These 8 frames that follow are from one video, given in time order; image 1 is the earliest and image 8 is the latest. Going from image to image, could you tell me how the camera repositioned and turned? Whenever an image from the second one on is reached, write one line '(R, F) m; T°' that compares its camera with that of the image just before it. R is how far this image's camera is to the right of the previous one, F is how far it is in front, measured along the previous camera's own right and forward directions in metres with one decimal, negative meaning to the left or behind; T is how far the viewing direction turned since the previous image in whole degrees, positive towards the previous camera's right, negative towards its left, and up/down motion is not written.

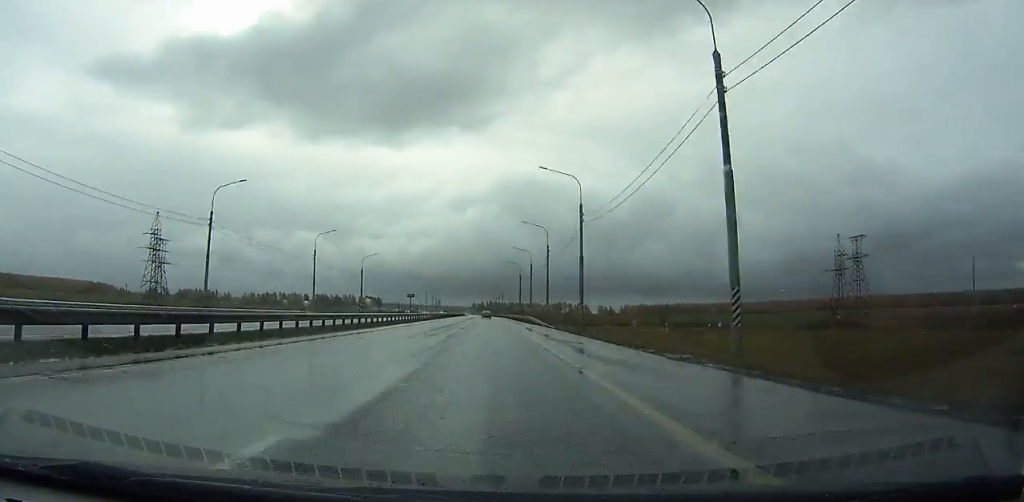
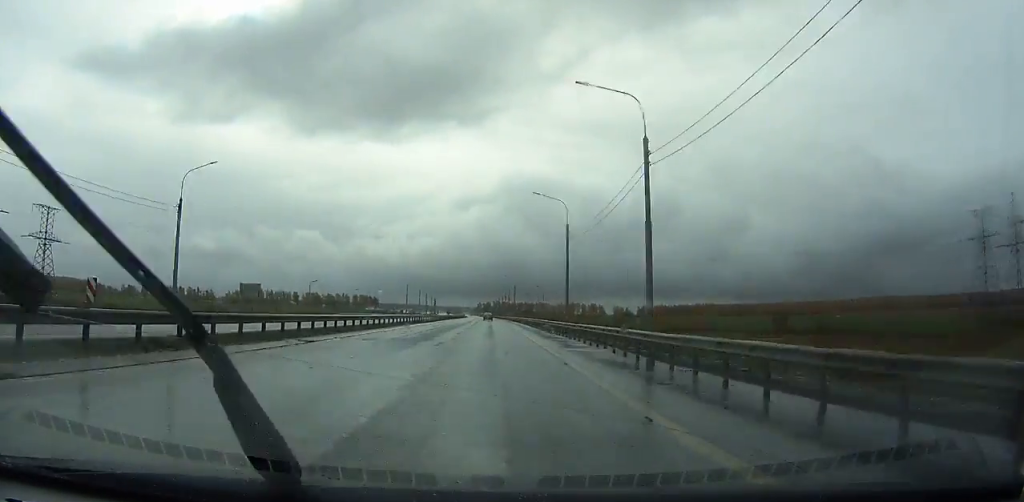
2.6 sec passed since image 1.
(0.0, +66.1) m; 0°
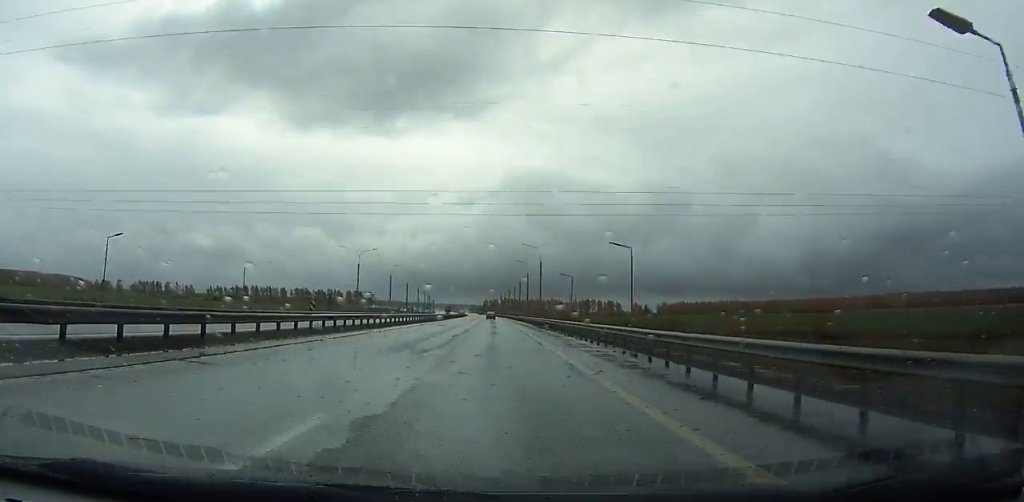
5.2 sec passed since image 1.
(-0.3, +66.4) m; 0°
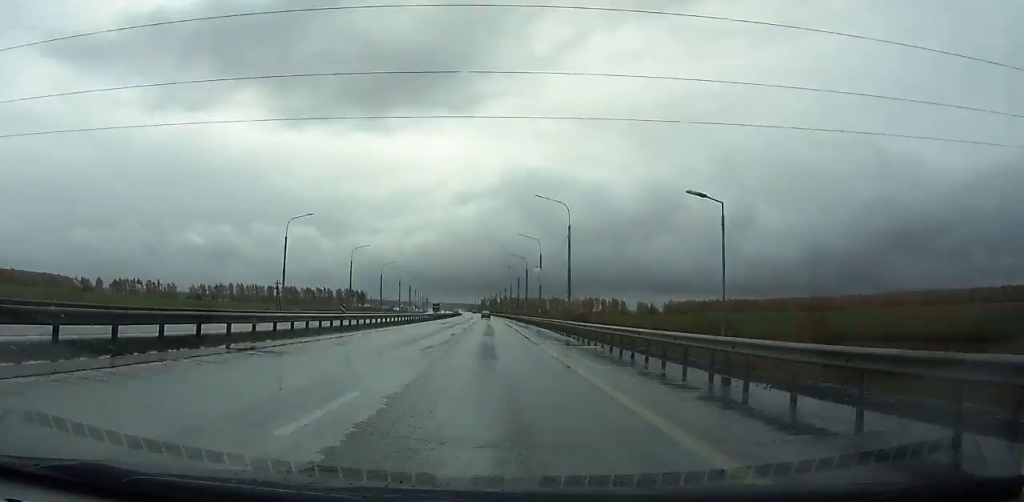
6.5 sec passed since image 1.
(0.0, +33.5) m; 0°
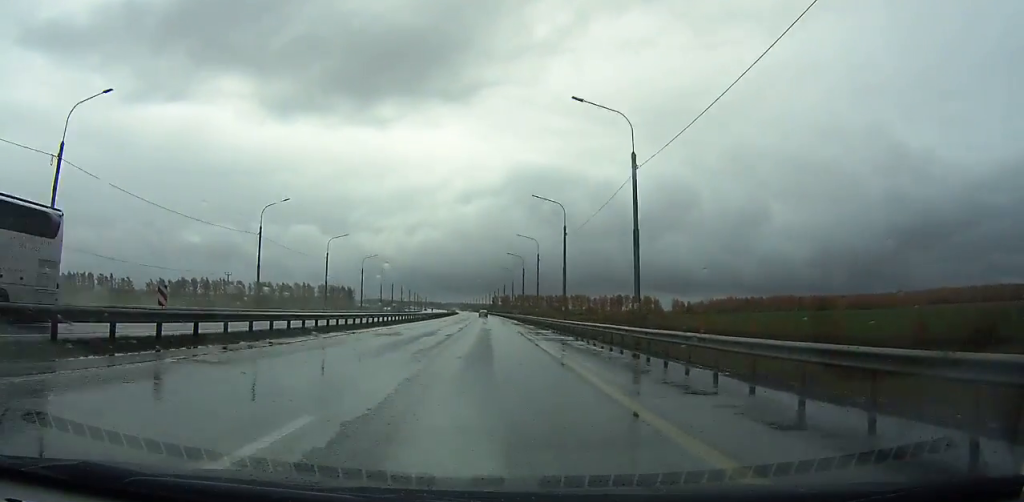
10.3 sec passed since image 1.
(-0.5, +98.9) m; -1°
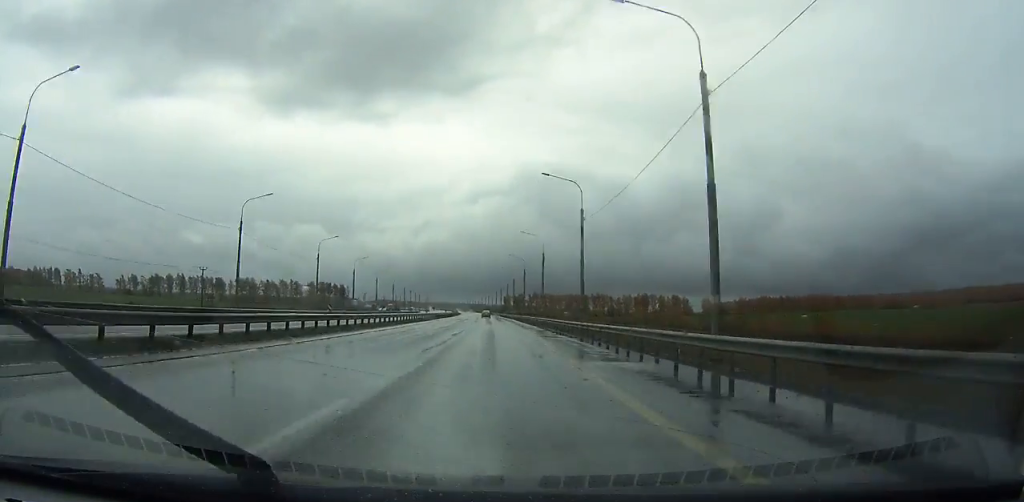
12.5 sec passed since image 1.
(-0.5, +58.4) m; -1°
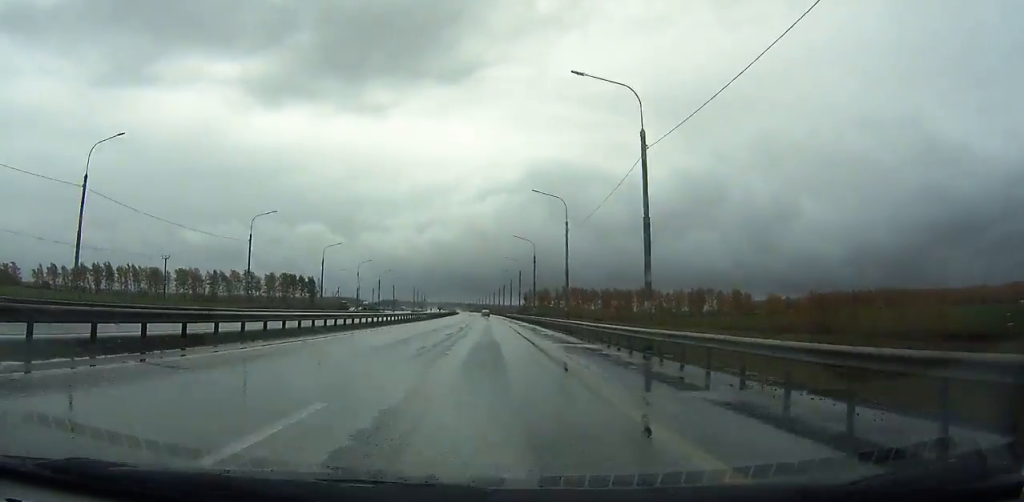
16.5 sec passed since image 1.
(-1.4, +107.7) m; -2°
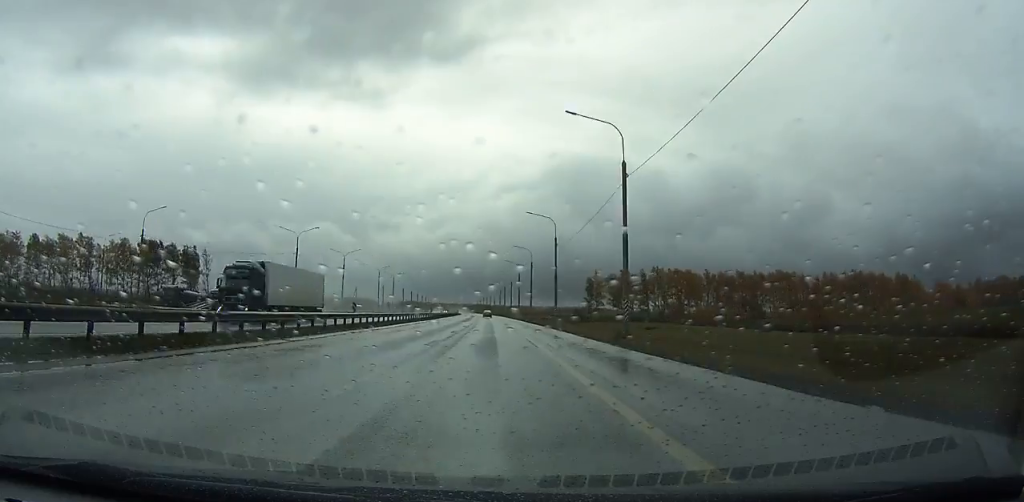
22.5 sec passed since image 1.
(-3.9, +164.9) m; -3°
